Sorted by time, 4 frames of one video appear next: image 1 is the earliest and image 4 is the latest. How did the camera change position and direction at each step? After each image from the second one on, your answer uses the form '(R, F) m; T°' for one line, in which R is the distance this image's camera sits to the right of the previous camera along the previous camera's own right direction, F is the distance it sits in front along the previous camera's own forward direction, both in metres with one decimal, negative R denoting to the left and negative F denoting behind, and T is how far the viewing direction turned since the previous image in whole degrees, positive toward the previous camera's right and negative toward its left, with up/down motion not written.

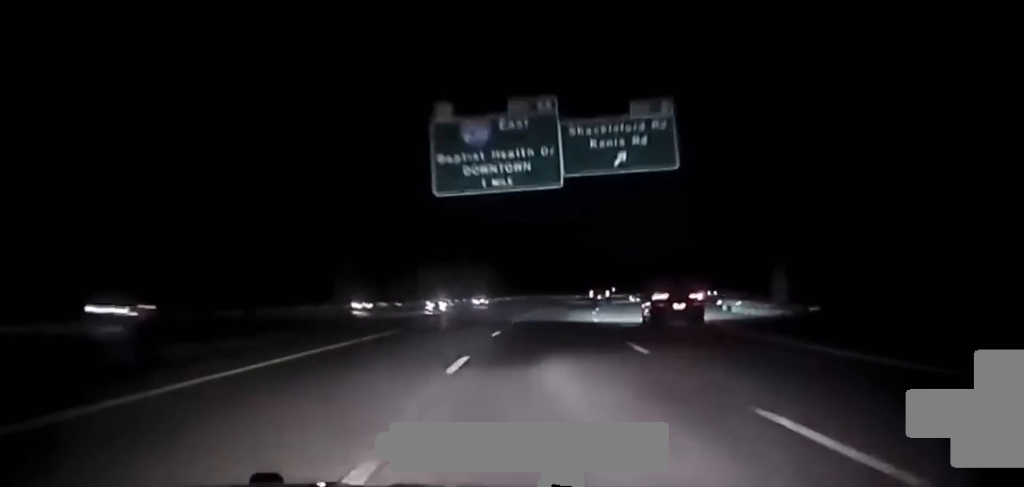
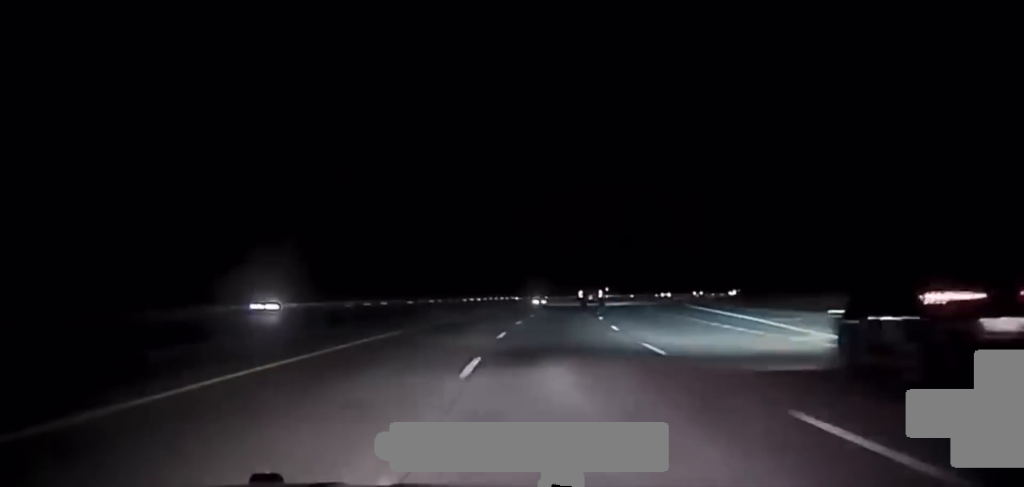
(+2.7, +47.0) m; +6°
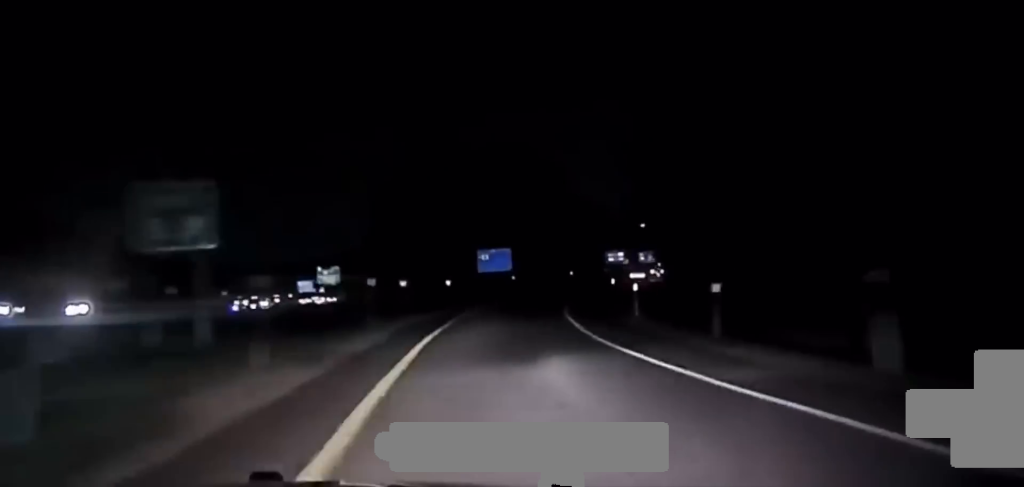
(+54.1, +190.5) m; +36°
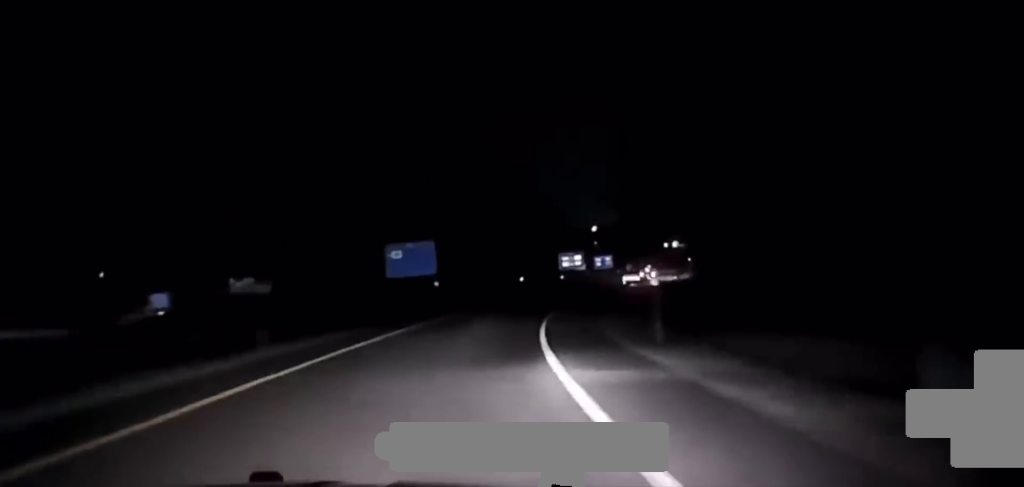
(+1.5, +31.8) m; +5°
